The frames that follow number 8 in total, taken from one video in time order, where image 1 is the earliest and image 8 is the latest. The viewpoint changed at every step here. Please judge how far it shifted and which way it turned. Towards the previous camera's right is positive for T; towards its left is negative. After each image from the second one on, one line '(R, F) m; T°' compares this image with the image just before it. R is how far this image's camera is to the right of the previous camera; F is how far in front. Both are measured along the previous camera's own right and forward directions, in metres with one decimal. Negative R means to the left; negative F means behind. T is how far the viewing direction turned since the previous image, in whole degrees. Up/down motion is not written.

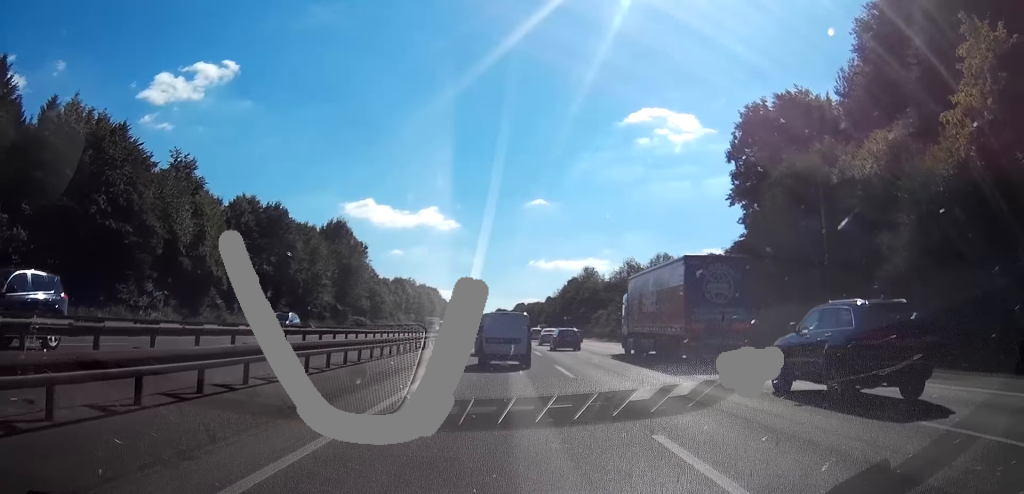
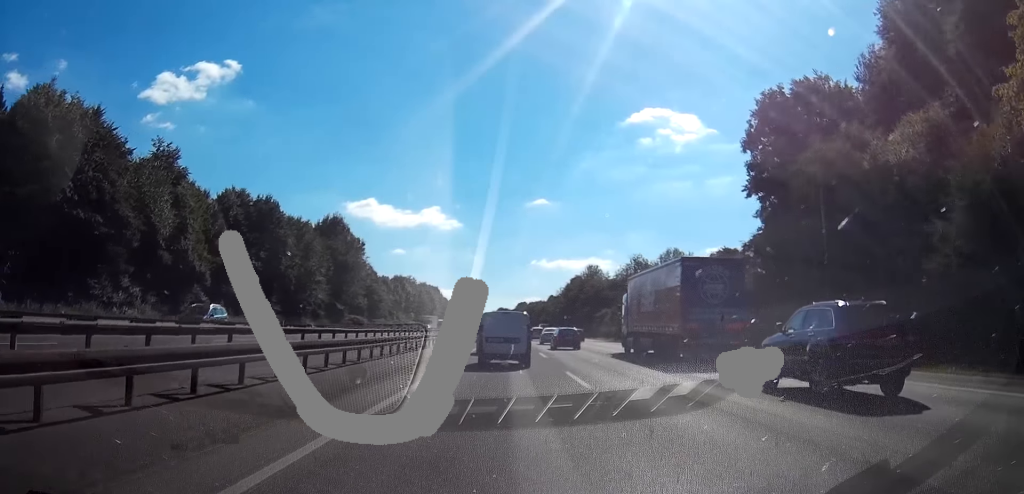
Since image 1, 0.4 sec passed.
(0.0, +4.3) m; 0°
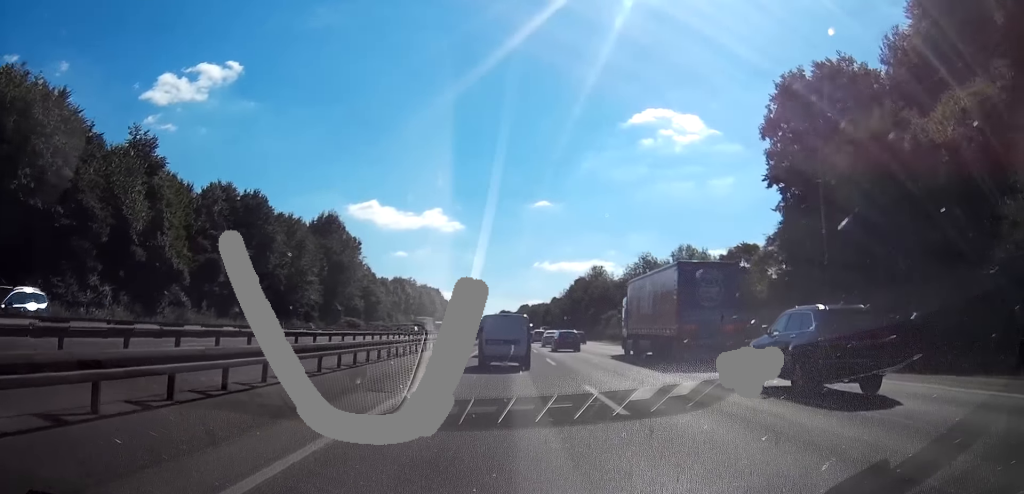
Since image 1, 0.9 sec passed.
(0.0, +5.0) m; 0°
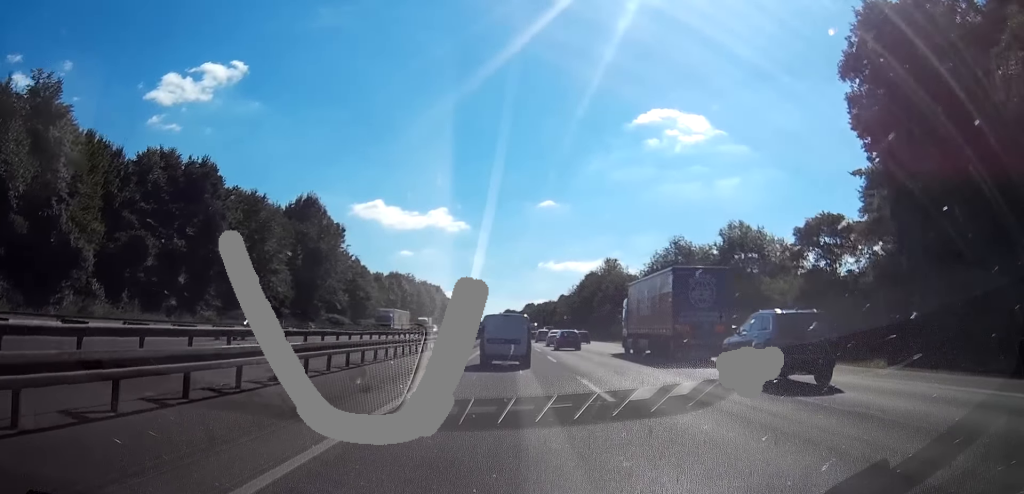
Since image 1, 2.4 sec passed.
(+0.1, +15.8) m; +1°
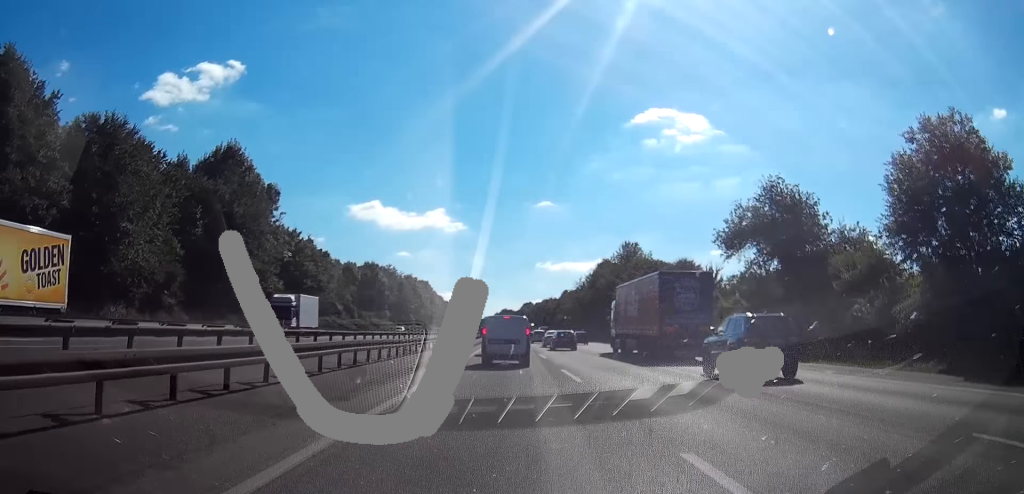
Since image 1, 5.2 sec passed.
(-0.2, +30.8) m; -1°
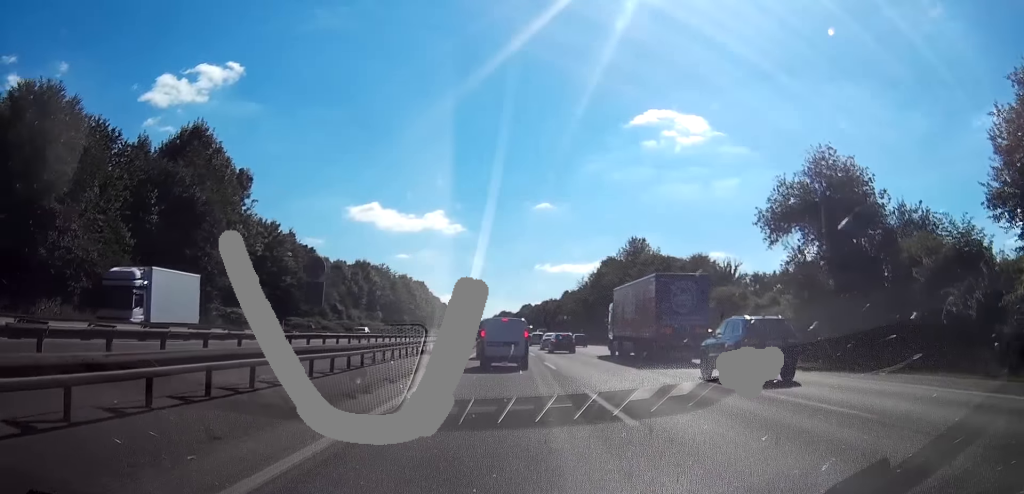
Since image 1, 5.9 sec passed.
(+0.1, +8.8) m; 0°
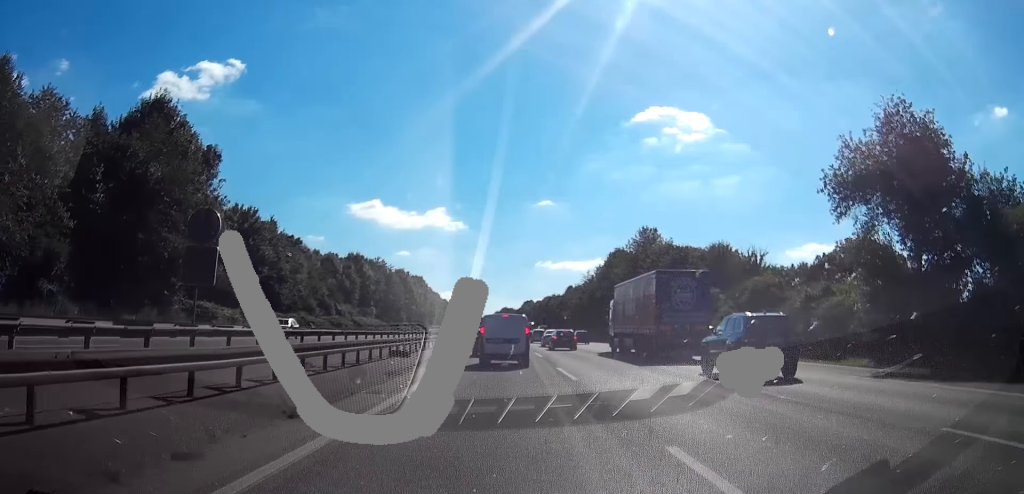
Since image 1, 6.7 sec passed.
(0.0, +8.3) m; 0°
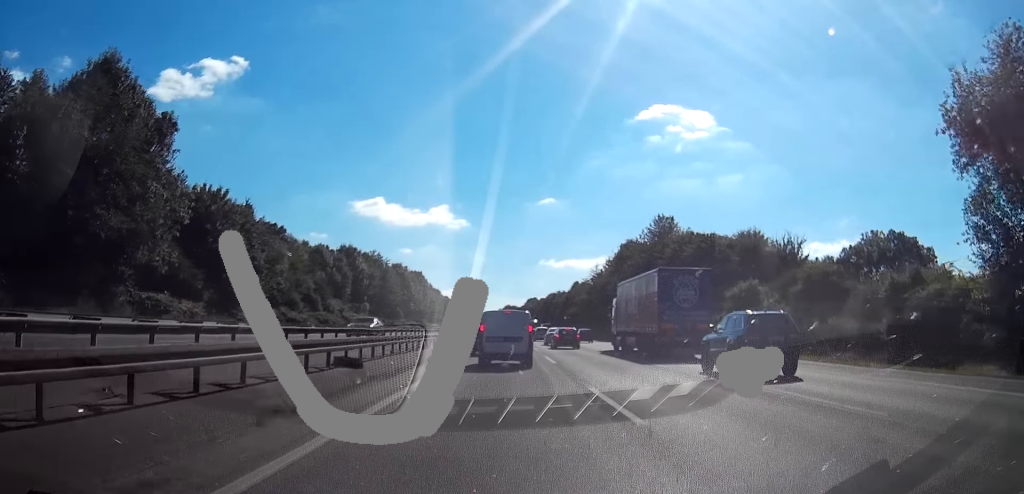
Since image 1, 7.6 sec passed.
(0.0, +9.3) m; 0°
